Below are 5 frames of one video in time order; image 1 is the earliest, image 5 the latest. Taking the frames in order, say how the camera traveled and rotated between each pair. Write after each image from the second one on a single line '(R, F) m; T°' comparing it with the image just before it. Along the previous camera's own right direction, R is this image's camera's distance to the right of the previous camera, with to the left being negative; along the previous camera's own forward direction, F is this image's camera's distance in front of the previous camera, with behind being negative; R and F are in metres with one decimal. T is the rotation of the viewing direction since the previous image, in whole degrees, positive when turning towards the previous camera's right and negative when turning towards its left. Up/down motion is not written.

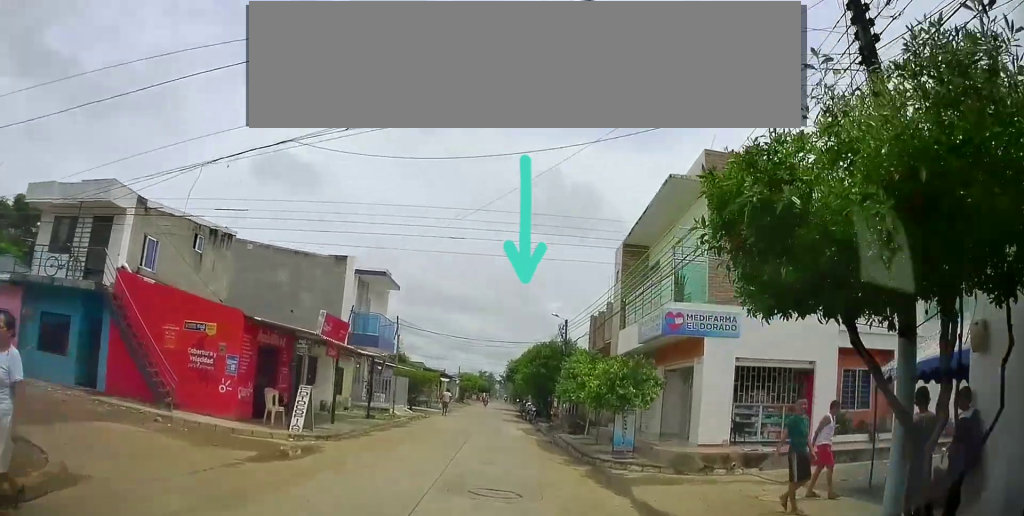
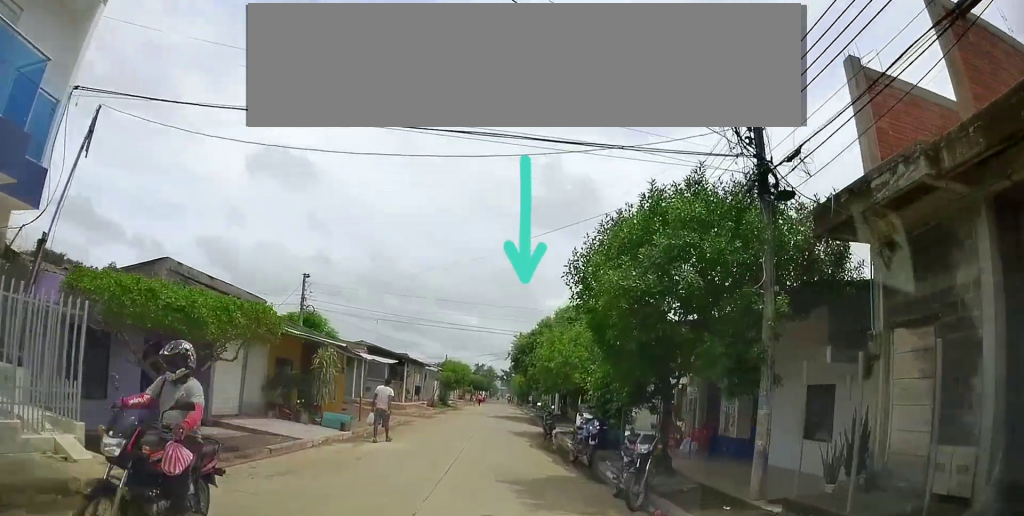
(+1.9, +26.2) m; +1°
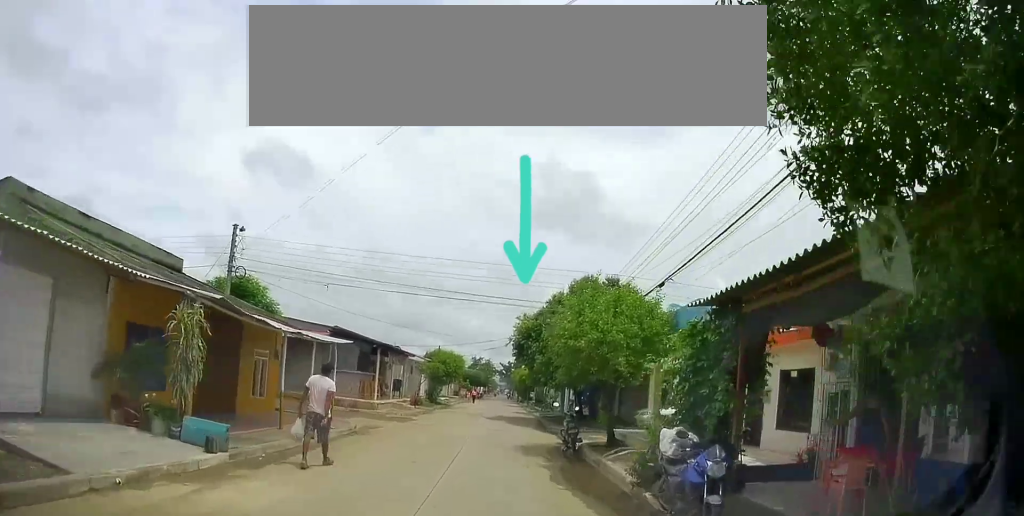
(-1.0, +7.5) m; -4°
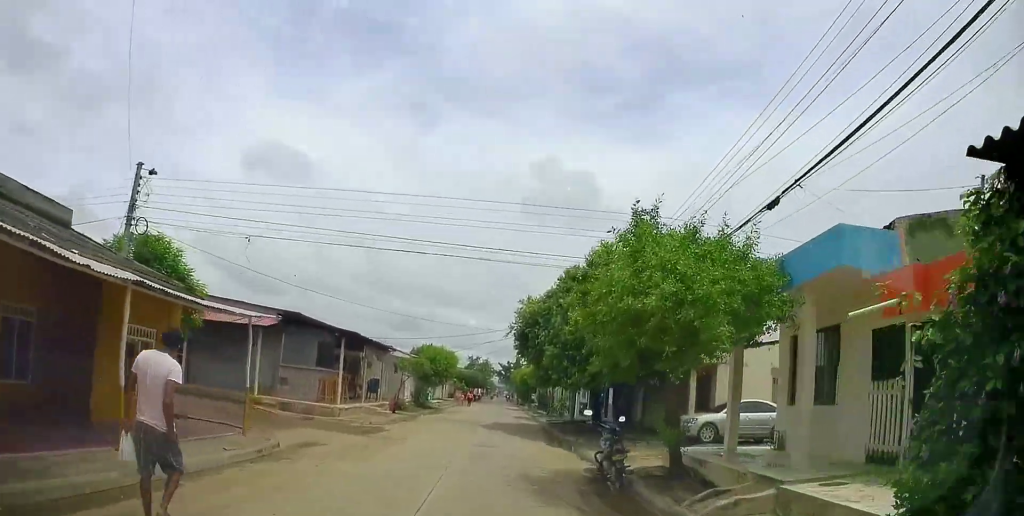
(+0.5, +6.2) m; +2°
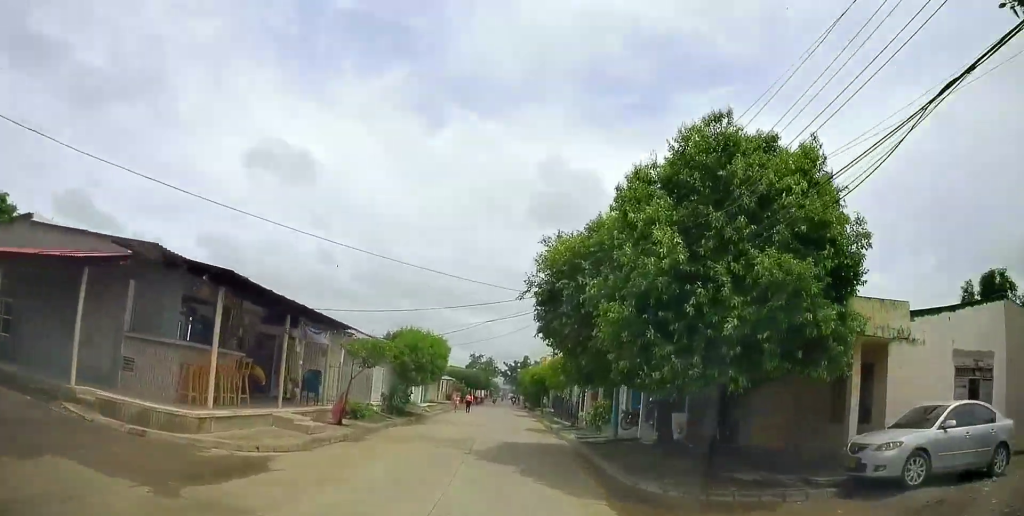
(-0.2, +9.9) m; -2°
